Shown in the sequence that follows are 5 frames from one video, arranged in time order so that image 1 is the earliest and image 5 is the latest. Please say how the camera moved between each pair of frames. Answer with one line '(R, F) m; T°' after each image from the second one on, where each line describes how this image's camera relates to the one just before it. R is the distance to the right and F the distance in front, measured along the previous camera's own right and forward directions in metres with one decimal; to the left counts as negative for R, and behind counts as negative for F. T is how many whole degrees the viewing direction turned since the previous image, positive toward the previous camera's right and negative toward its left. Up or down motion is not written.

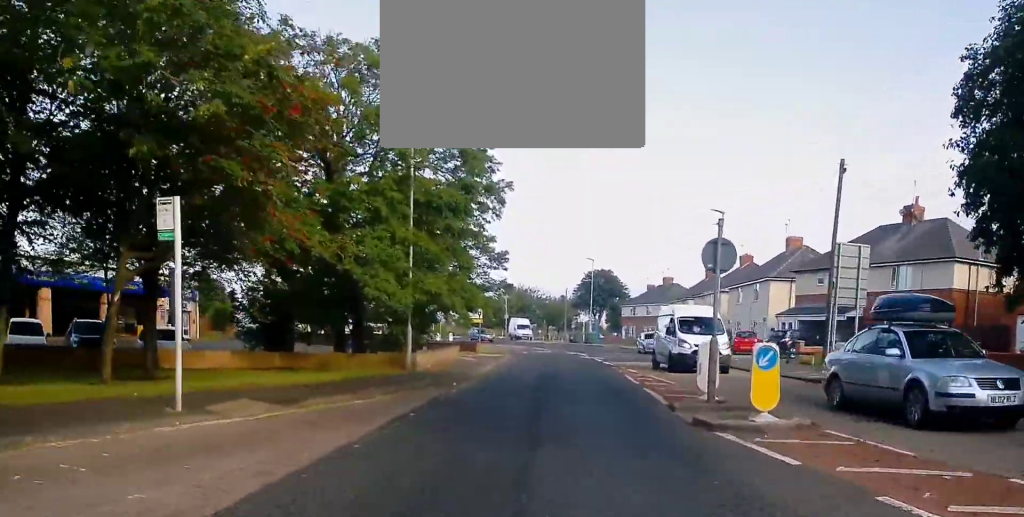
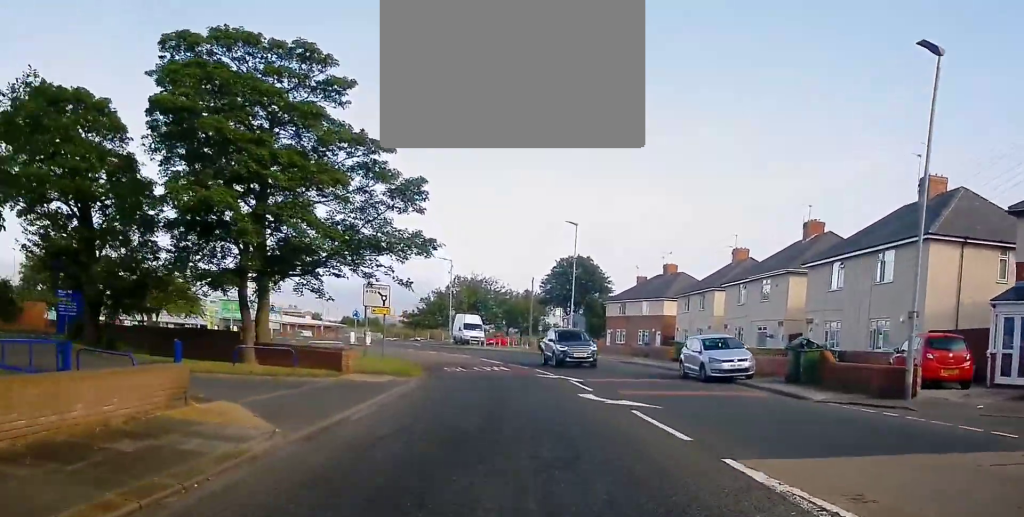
(+1.3, +28.0) m; +3°
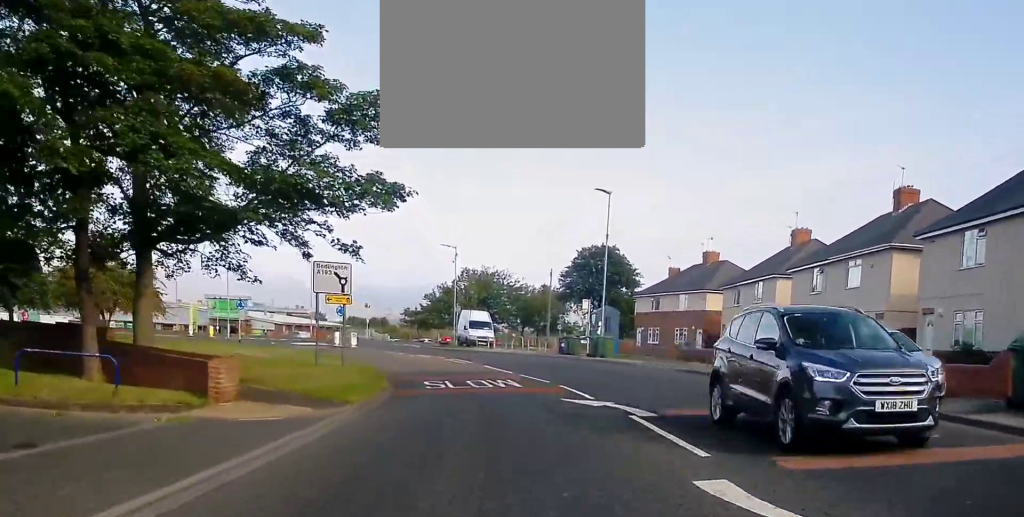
(0.0, +11.2) m; -1°
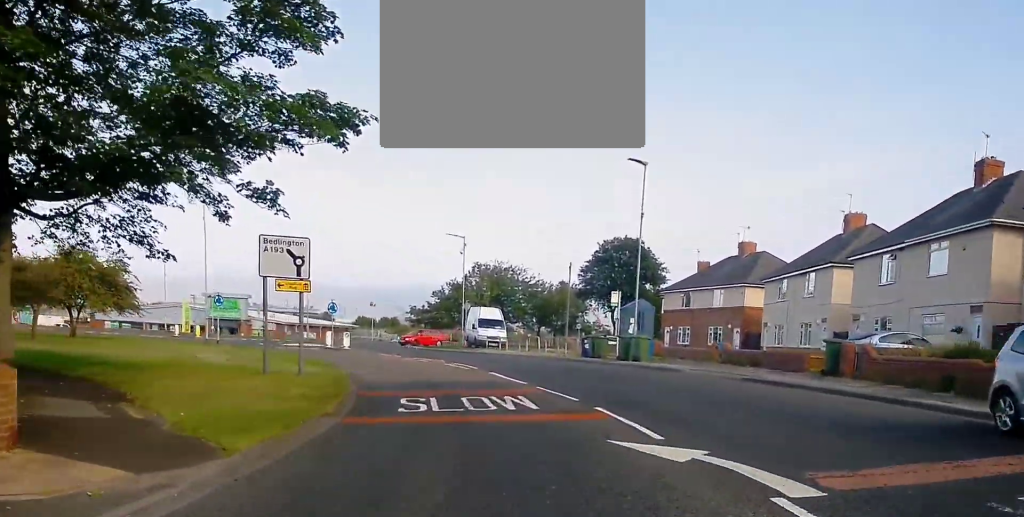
(-0.2, +6.8) m; -2°
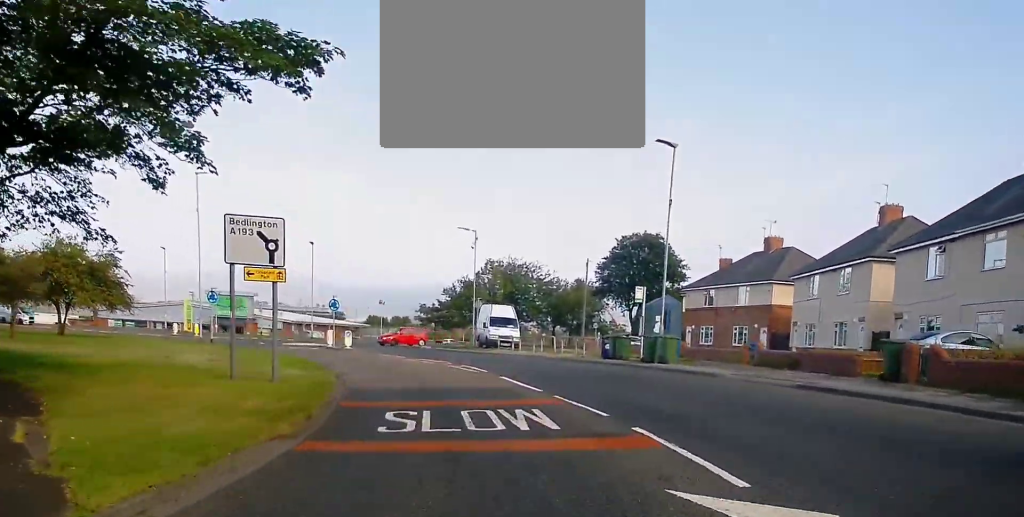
(-0.1, +3.3) m; -1°
